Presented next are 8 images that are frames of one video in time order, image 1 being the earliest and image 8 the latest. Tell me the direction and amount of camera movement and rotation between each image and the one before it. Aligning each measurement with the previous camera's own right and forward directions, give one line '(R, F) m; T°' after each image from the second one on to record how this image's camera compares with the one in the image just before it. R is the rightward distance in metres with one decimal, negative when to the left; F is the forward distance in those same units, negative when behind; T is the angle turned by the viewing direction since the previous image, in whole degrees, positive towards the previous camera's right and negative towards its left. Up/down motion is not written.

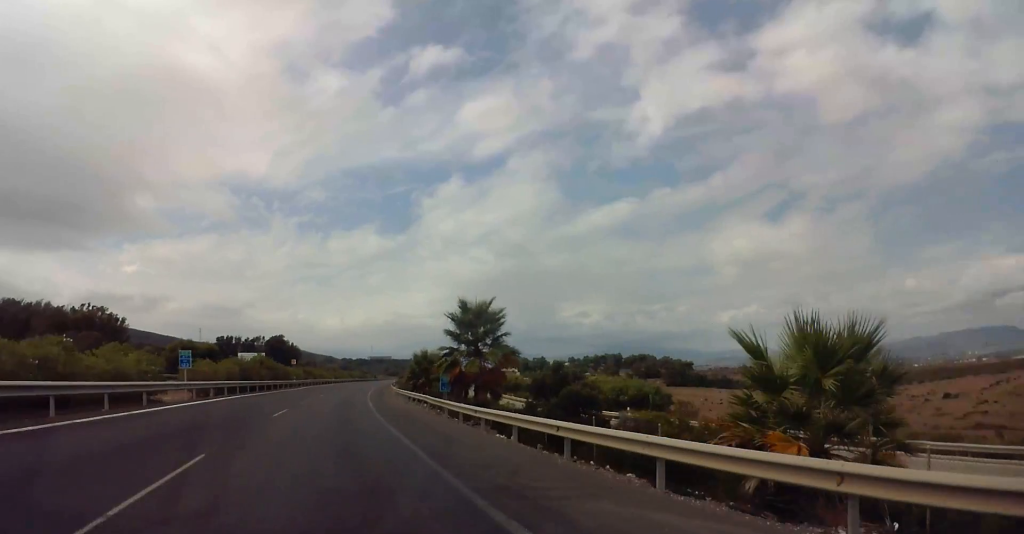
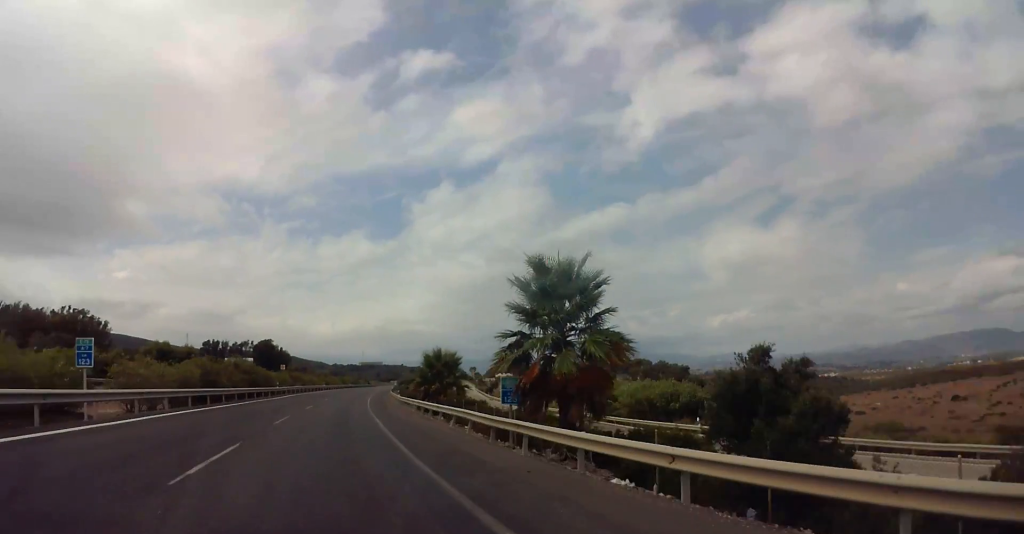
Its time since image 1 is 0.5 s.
(+0.2, +11.4) m; 0°
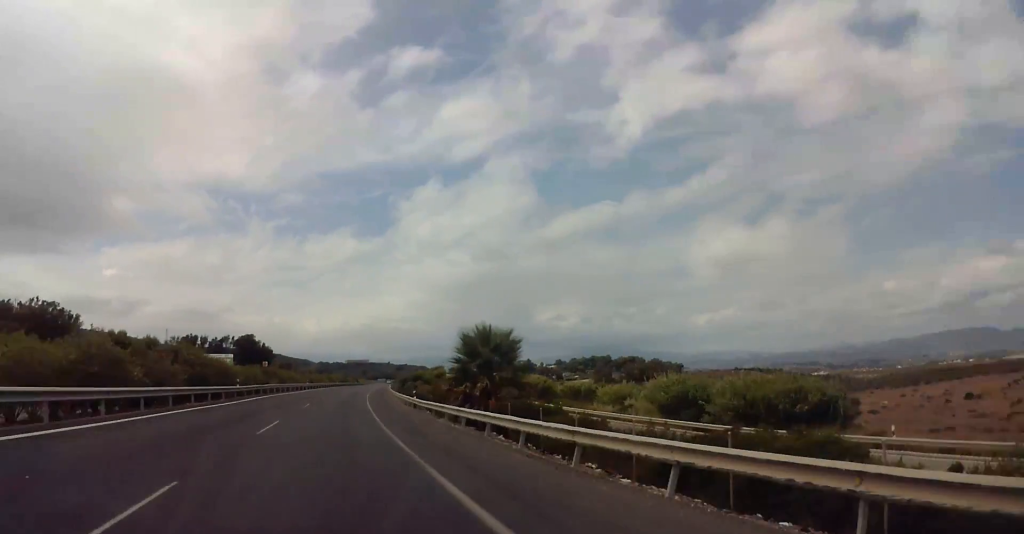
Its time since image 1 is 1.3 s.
(0.0, +20.1) m; +1°
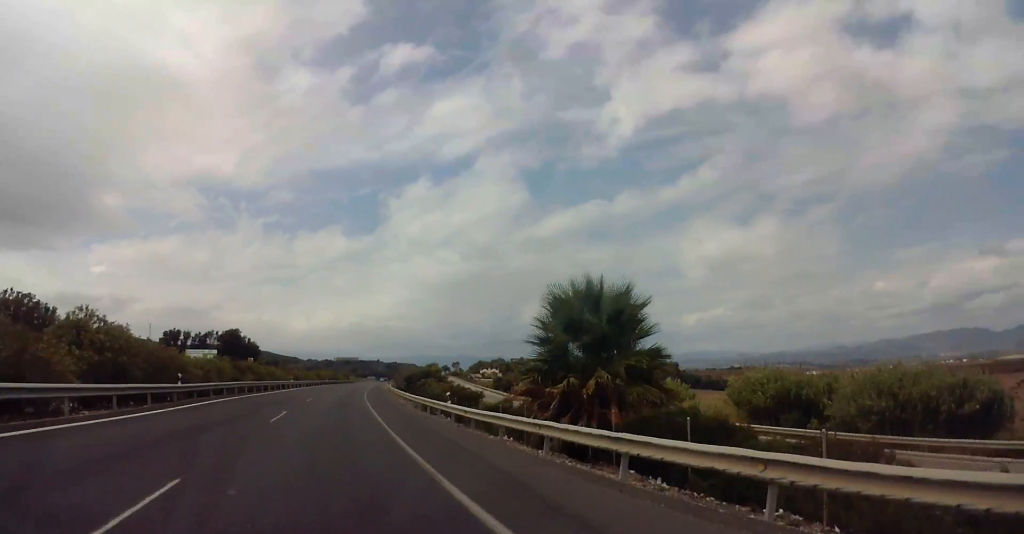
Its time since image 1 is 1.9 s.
(-0.6, +14.5) m; +1°
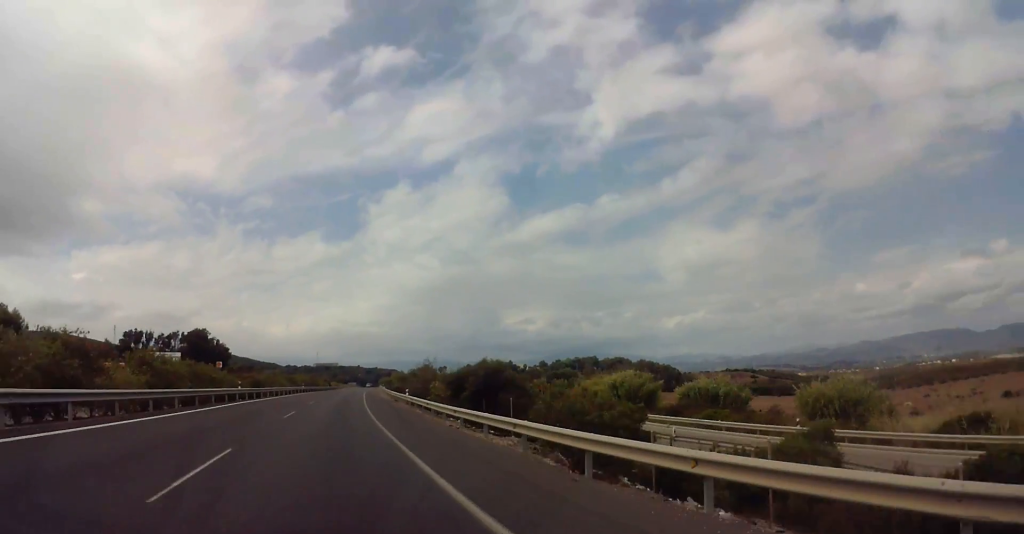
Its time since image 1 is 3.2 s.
(+2.1, +31.1) m; +4°
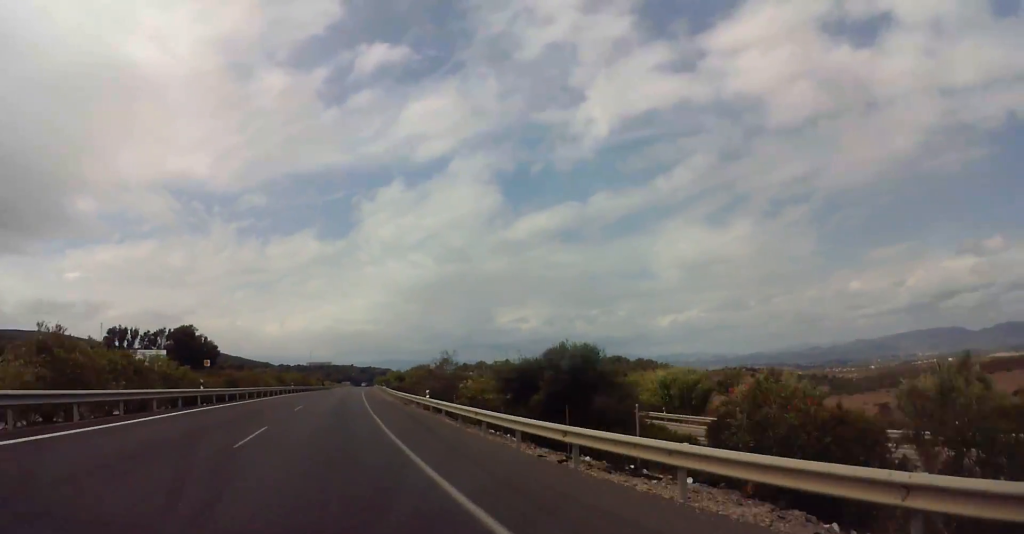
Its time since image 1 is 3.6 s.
(0.0, +10.8) m; 0°
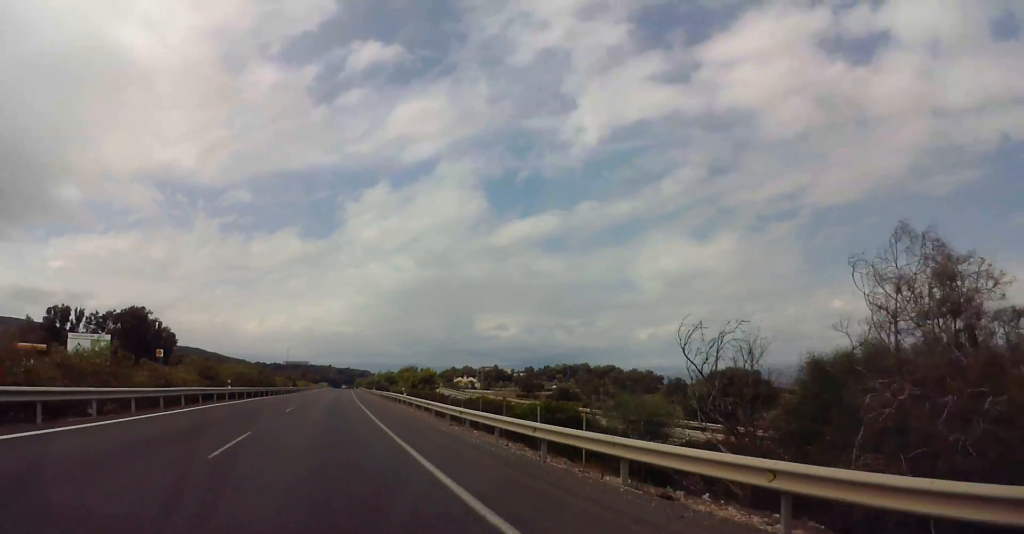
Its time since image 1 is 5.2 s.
(0.0, +37.5) m; 0°
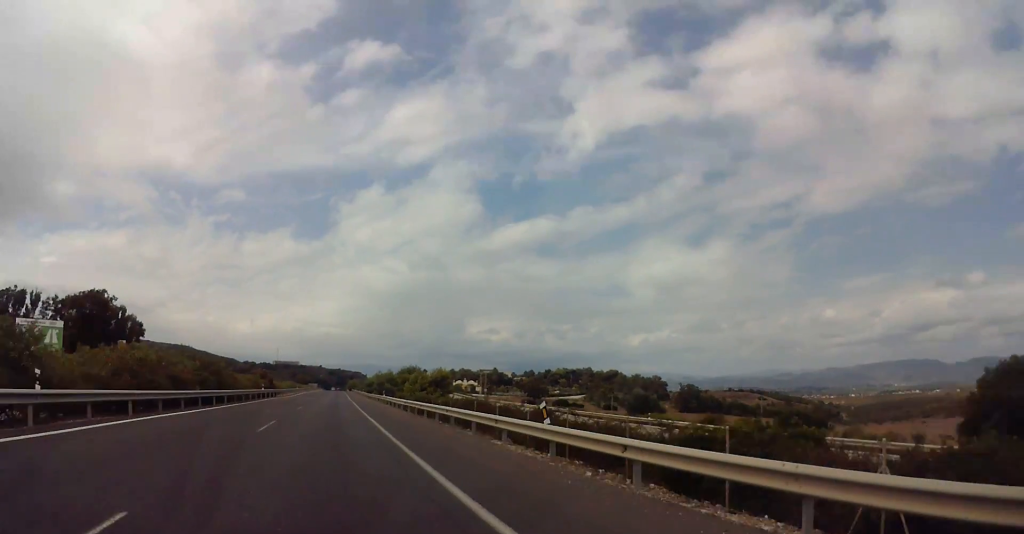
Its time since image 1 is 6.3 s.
(+0.1, +28.9) m; +1°
